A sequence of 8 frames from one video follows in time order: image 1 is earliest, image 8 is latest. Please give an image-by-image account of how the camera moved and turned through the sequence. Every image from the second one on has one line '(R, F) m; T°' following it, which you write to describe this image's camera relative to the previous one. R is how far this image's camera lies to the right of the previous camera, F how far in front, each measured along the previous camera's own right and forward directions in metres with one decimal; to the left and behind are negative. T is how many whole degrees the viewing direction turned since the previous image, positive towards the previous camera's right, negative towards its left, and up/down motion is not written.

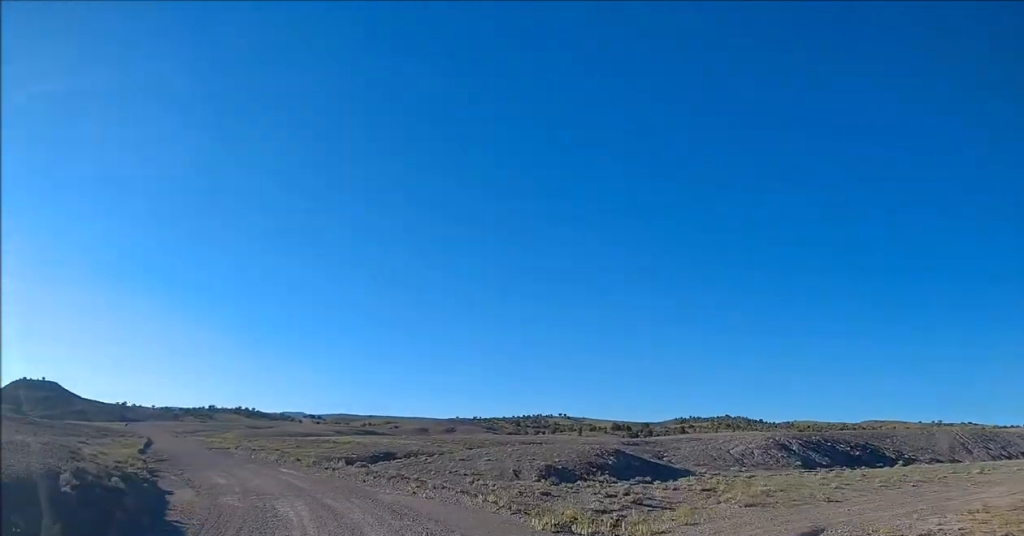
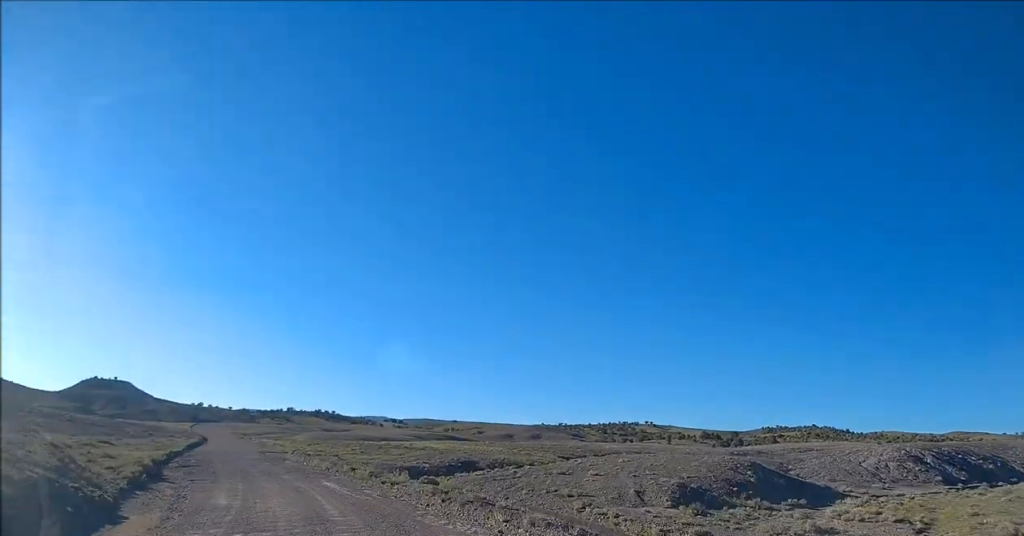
(-0.1, +10.0) m; -1°
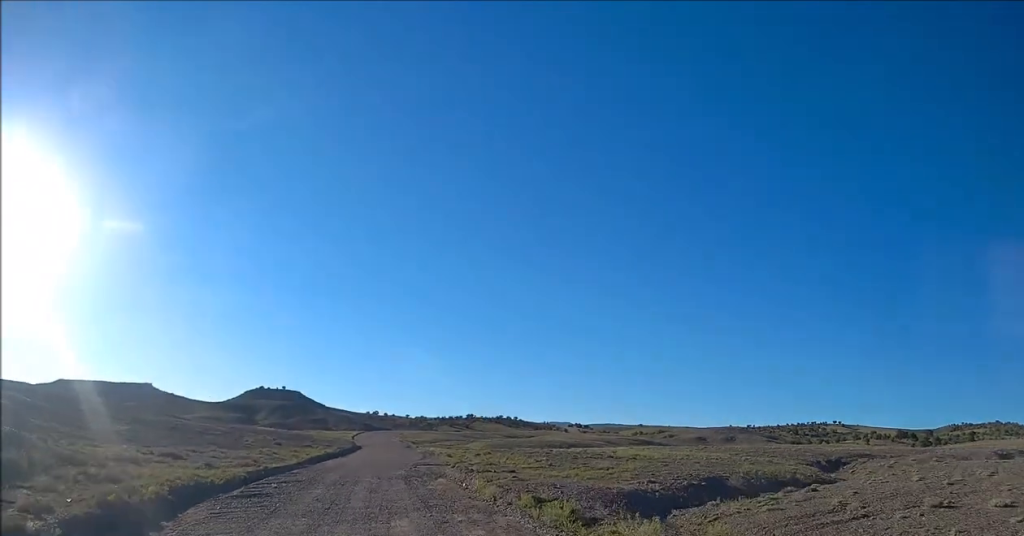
(-0.1, +17.0) m; -3°
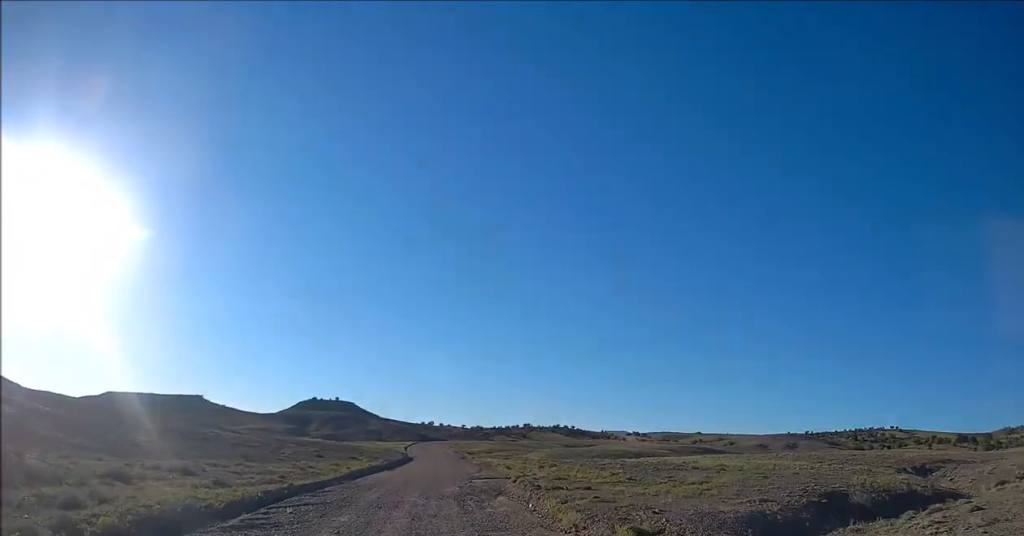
(0.0, +4.7) m; -5°
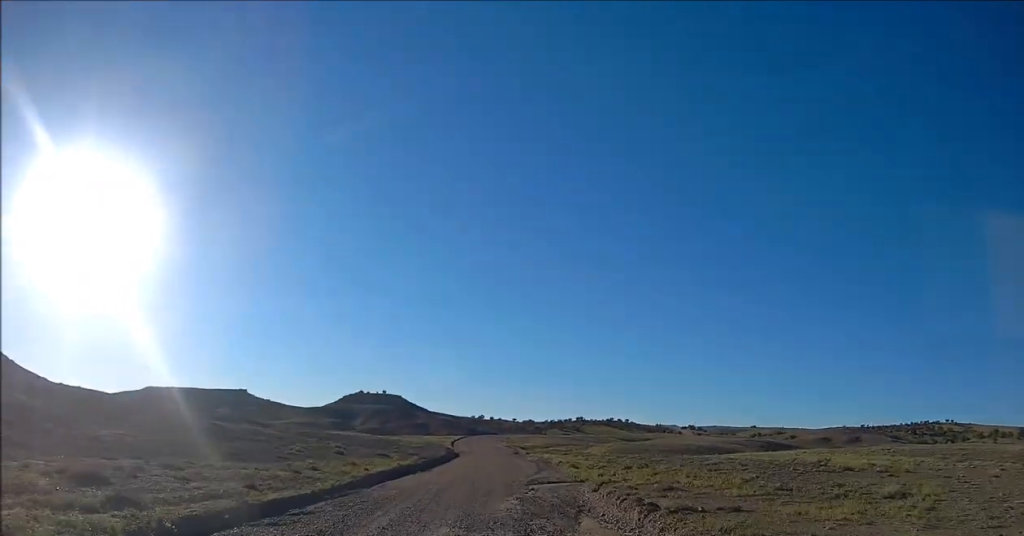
(-1.2, +9.7) m; -11°
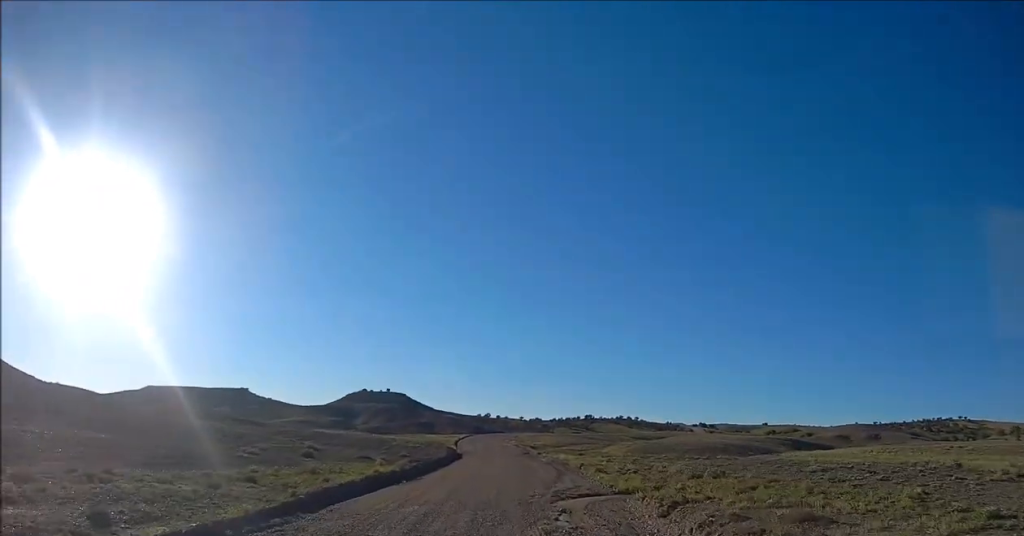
(-0.4, +10.7) m; -1°
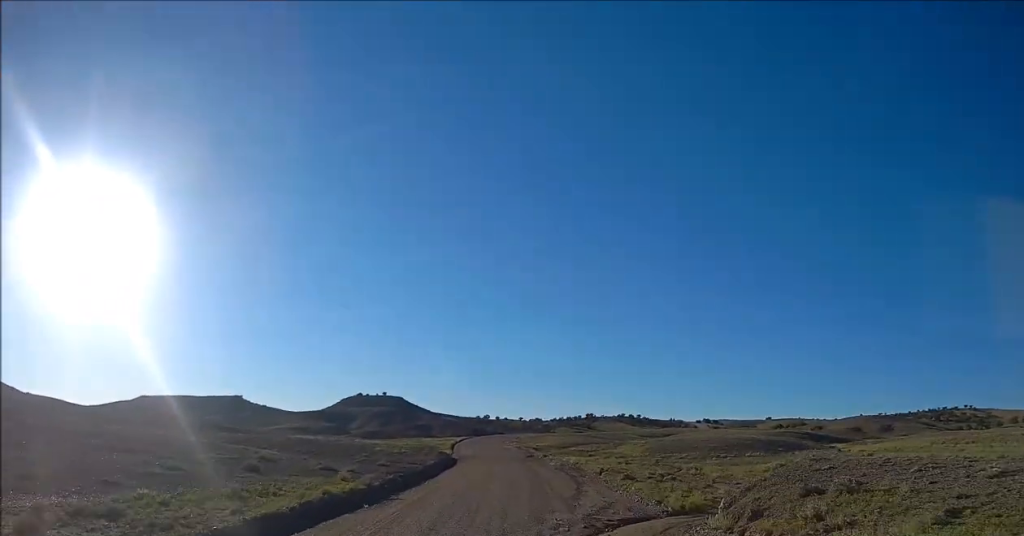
(+0.1, +9.3) m; +1°
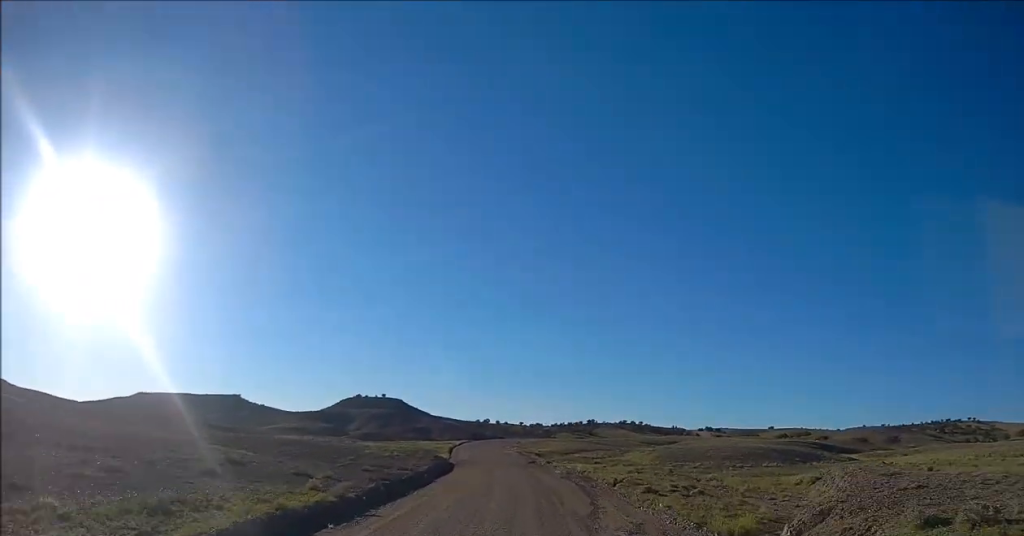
(0.0, +4.5) m; 0°
